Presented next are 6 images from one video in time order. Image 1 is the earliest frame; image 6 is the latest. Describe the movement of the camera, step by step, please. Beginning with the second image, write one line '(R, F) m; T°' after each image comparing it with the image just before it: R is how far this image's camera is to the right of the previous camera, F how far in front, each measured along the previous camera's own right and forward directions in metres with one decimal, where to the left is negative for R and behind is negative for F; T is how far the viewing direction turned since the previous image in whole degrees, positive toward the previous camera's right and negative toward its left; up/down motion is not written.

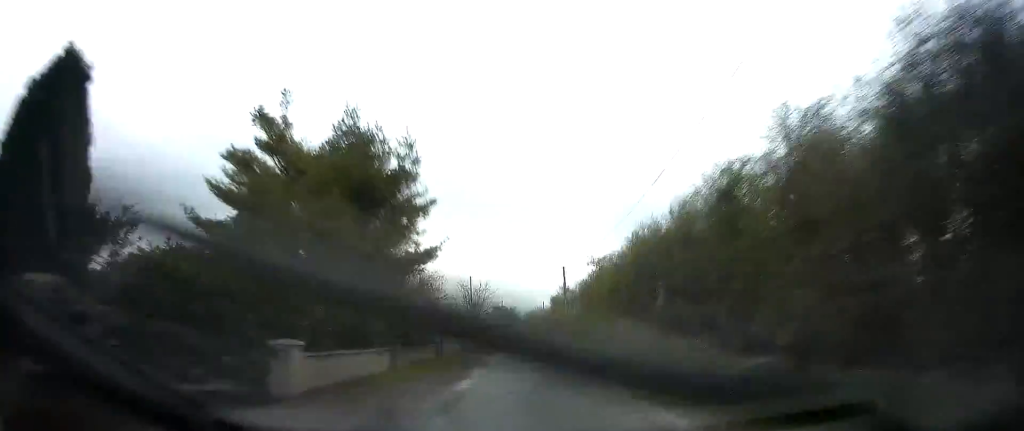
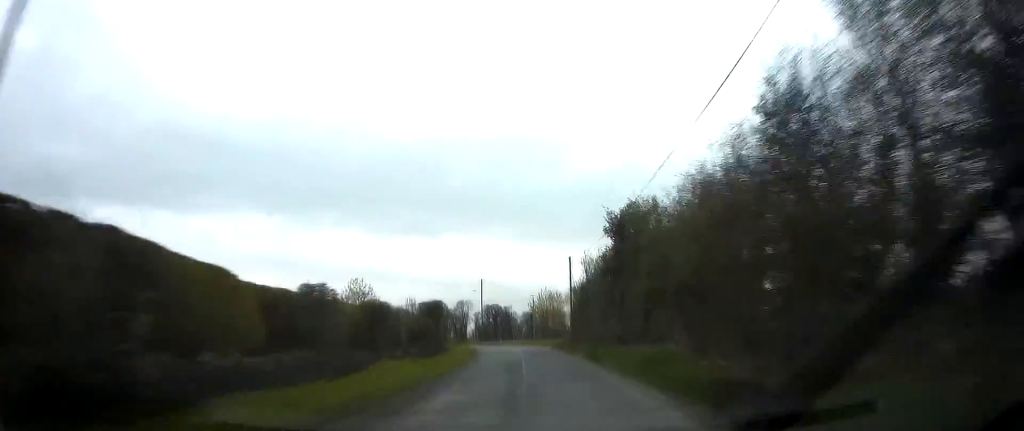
(-0.9, +62.8) m; -1°
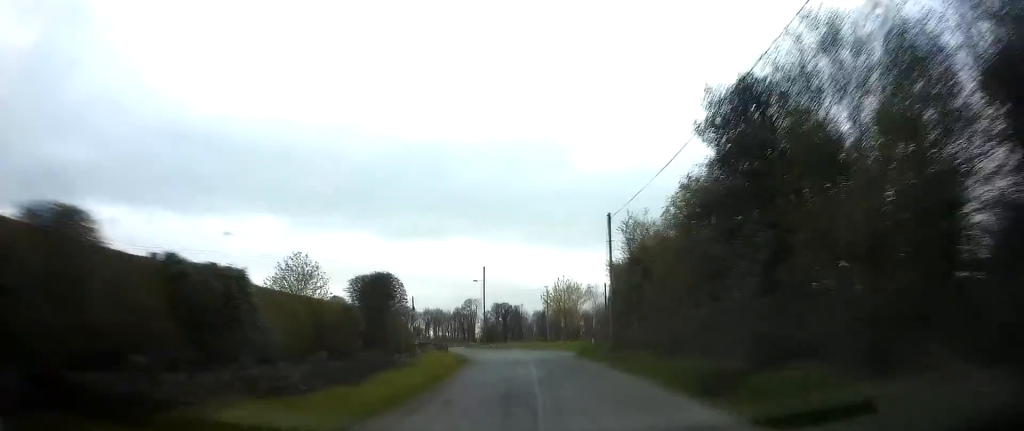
(-0.4, +15.1) m; -2°
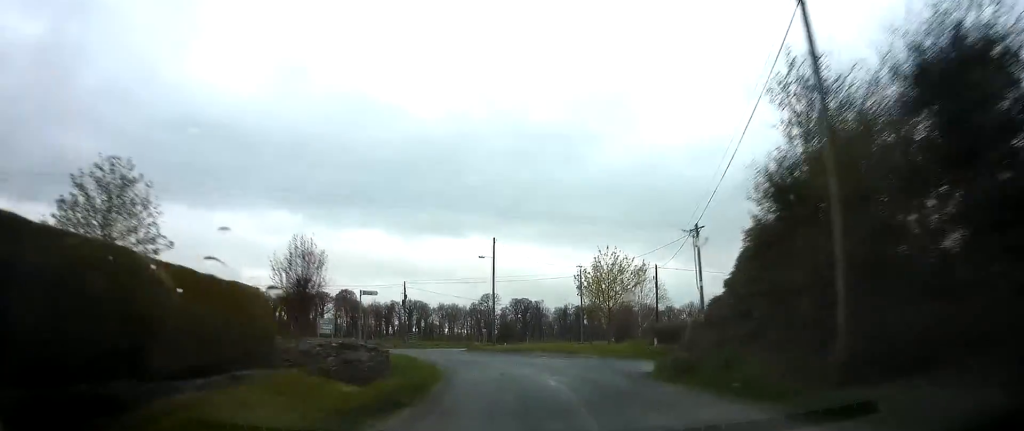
(-0.2, +18.3) m; -3°
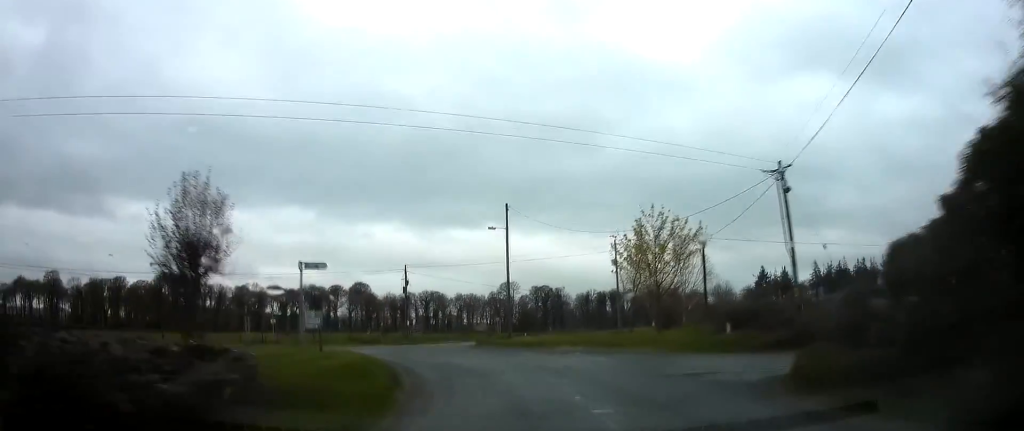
(-0.1, +9.5) m; -4°
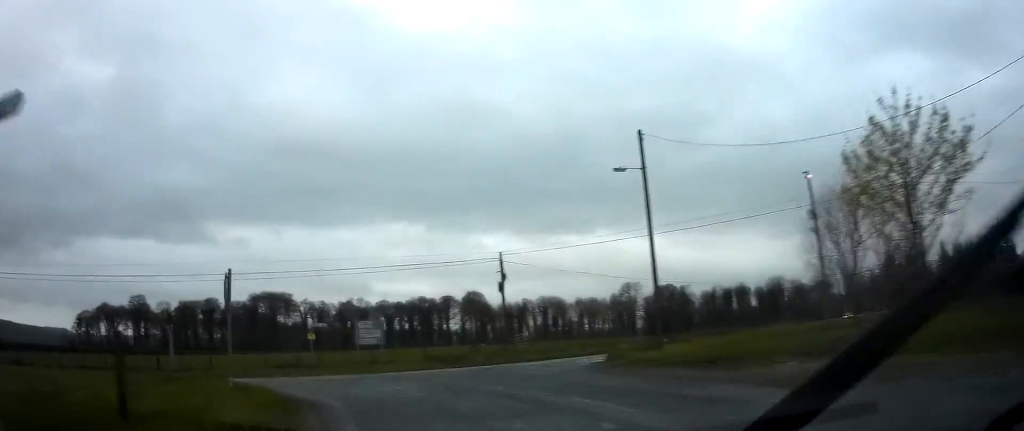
(-1.2, +14.3) m; -7°
